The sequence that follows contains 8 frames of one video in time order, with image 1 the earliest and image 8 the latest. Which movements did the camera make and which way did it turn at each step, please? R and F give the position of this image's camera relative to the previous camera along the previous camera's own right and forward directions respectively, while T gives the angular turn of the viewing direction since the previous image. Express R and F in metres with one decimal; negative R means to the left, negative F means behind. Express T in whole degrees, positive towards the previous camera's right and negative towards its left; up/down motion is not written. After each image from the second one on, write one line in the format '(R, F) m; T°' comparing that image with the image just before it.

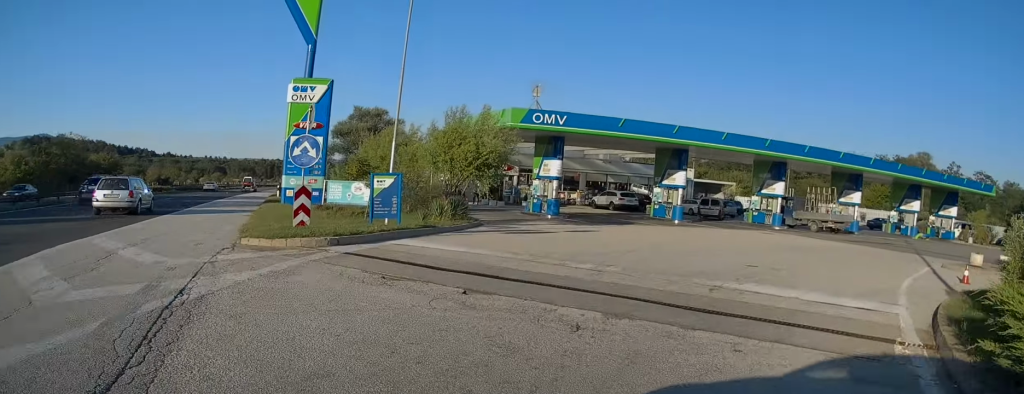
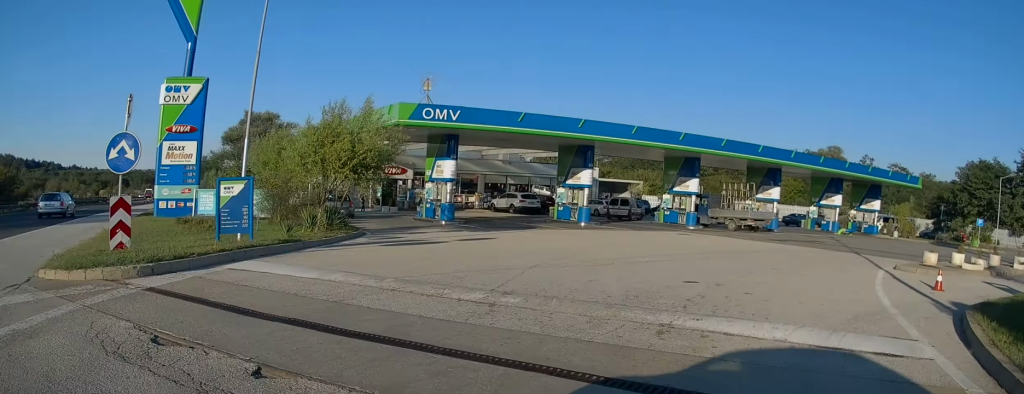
(+0.1, +2.9) m; +6°
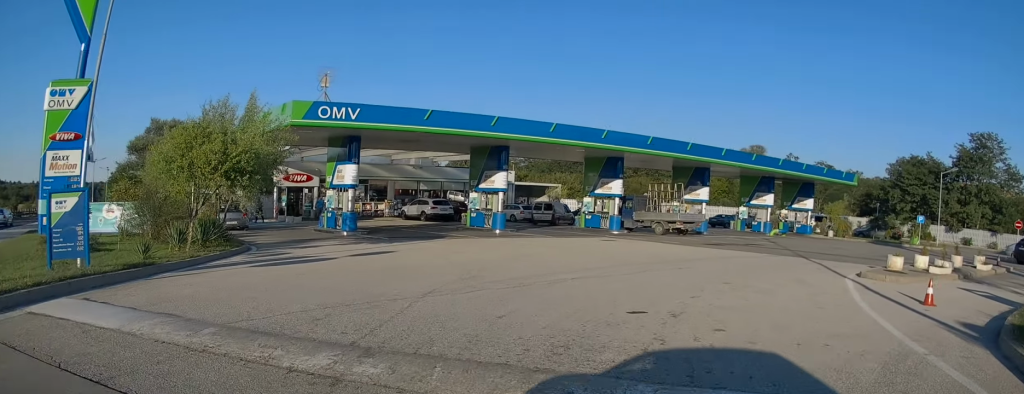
(+0.2, +2.9) m; +9°
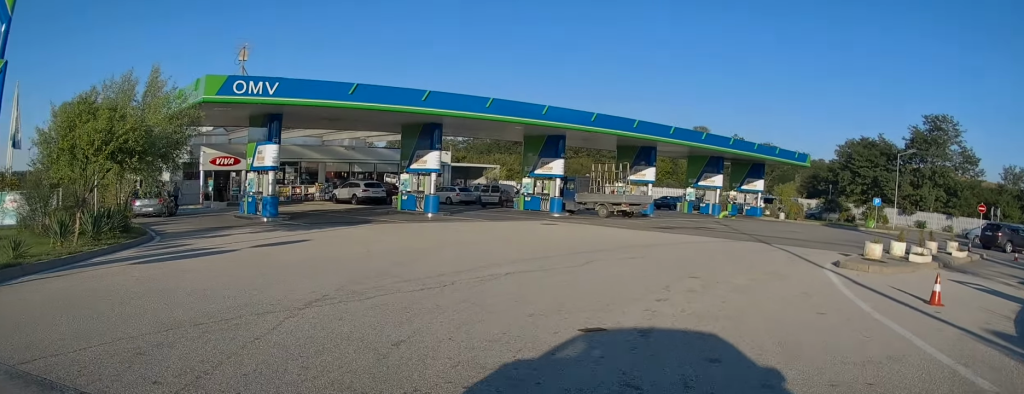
(+0.3, +2.4) m; +10°
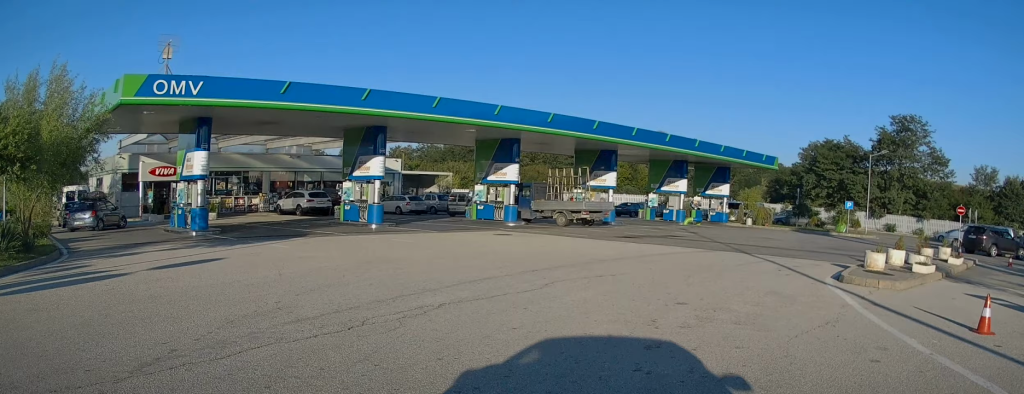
(+0.2, +2.5) m; +8°
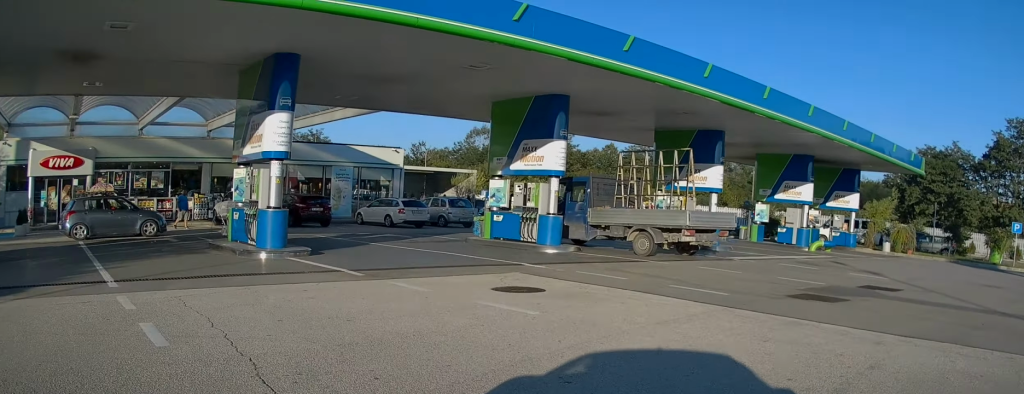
(+0.4, +12.8) m; -4°
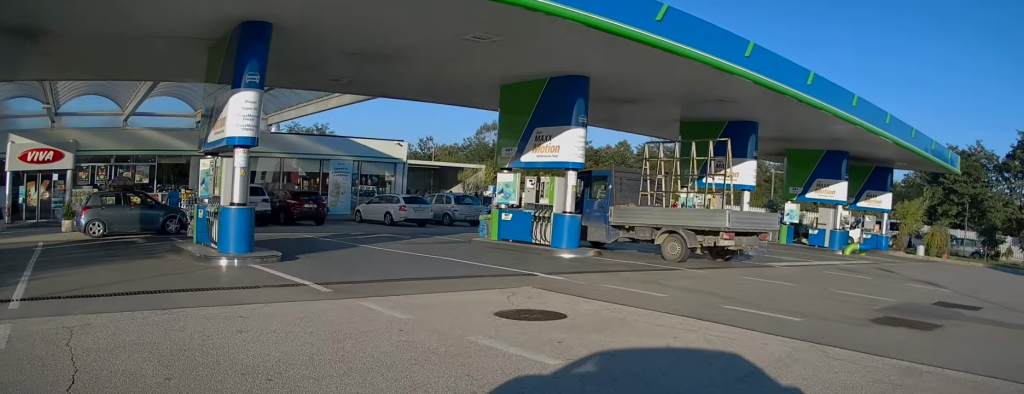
(0.0, +2.1) m; -2°
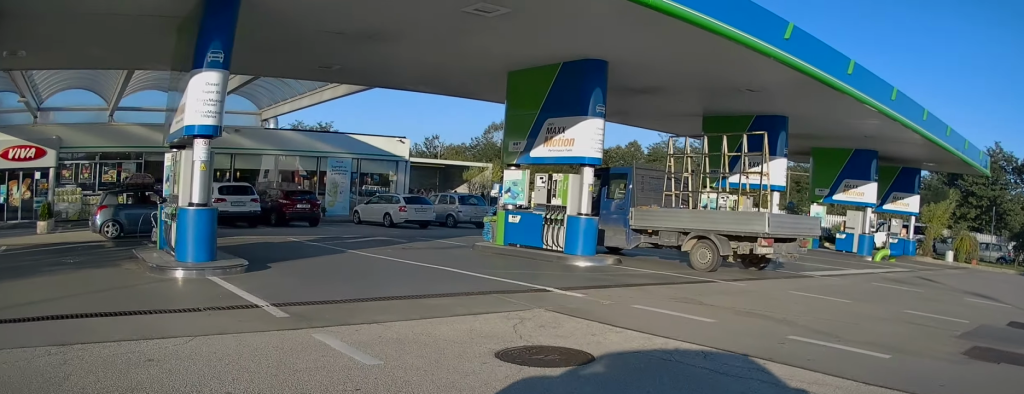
(-0.1, +1.5) m; -3°
